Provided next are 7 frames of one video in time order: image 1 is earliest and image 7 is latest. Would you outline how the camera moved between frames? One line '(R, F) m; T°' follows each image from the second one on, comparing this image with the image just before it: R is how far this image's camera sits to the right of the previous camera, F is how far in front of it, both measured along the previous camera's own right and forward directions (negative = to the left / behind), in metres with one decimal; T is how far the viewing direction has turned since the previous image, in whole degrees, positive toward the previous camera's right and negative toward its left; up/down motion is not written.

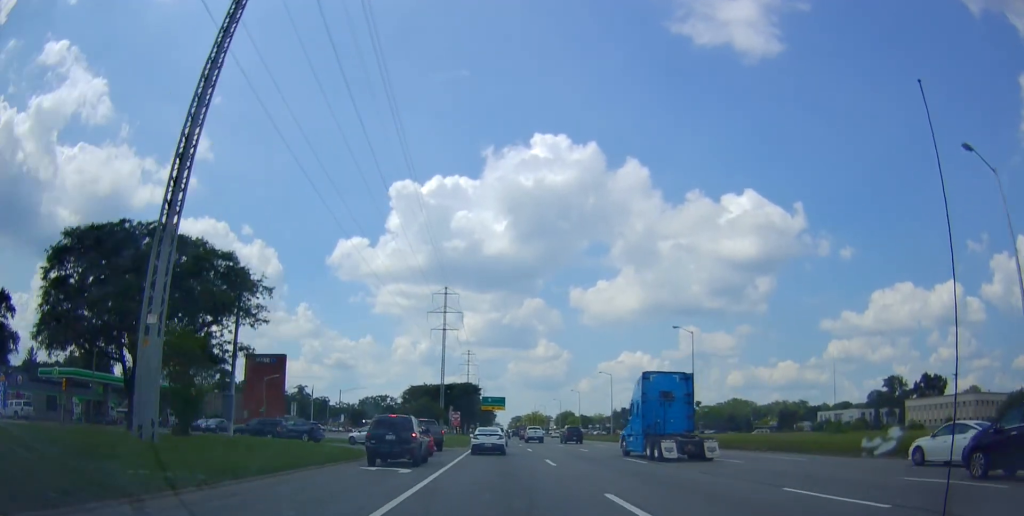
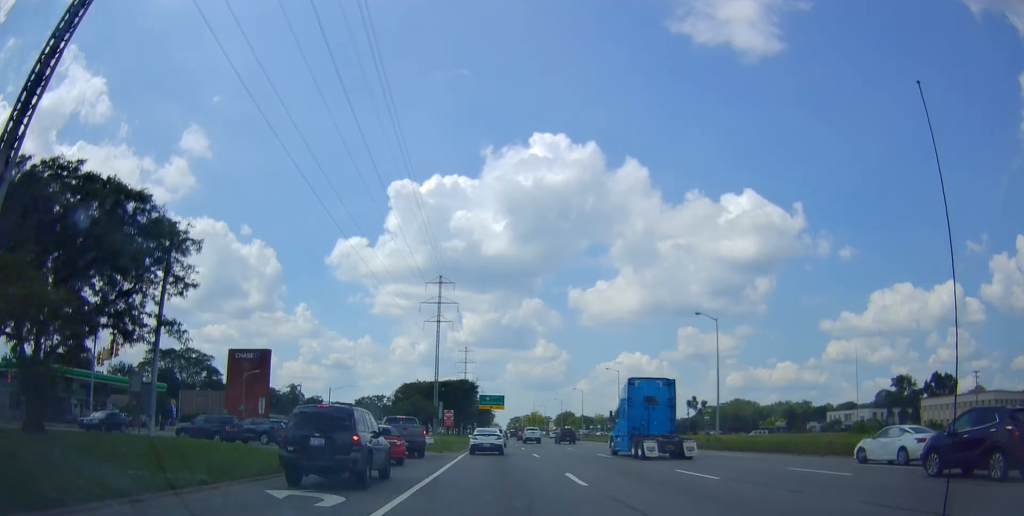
(-0.1, +7.8) m; -2°
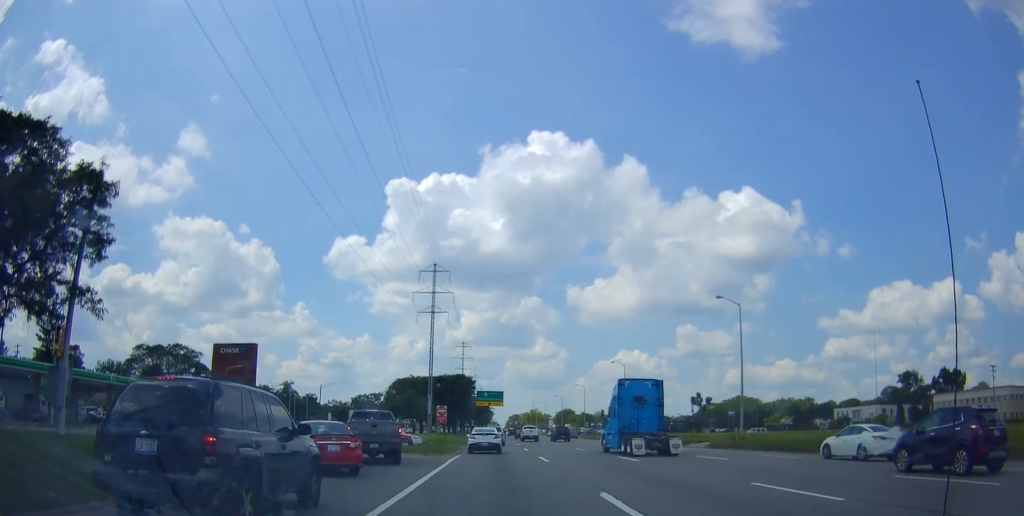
(-0.2, +6.2) m; +1°
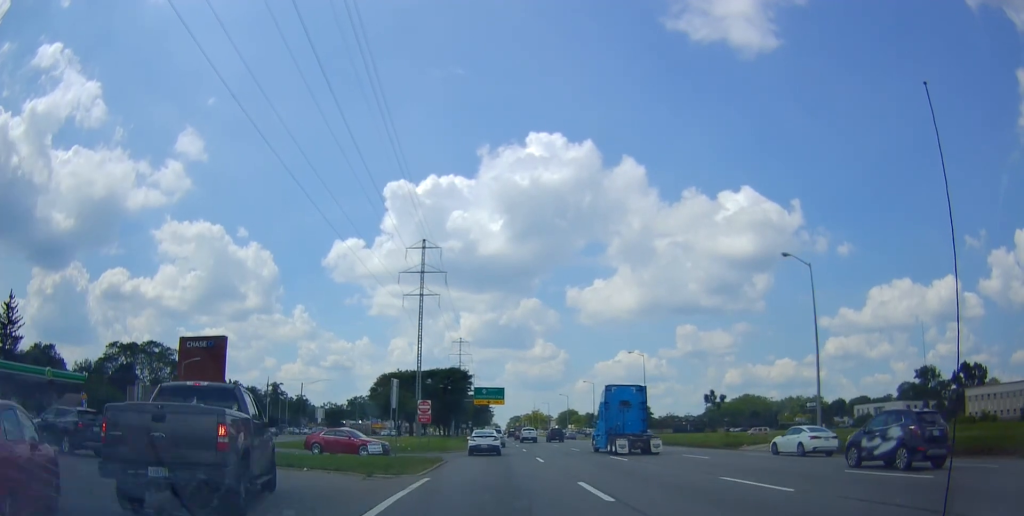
(0.0, +12.9) m; +2°
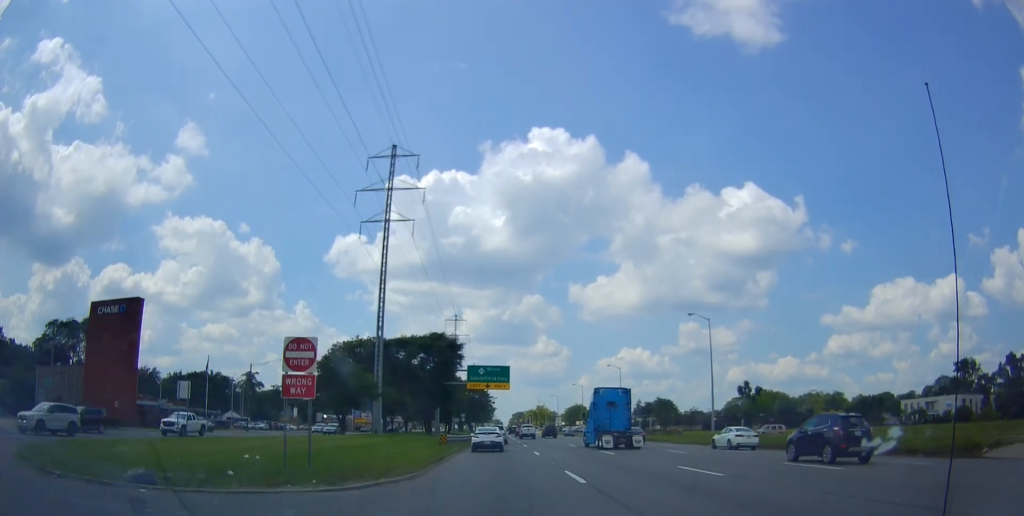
(+0.5, +25.2) m; +1°
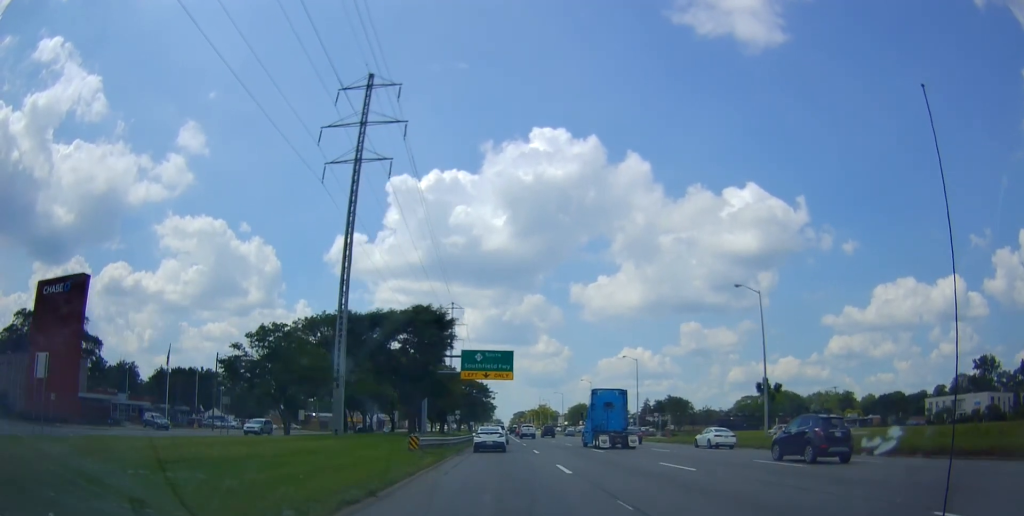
(+0.4, +11.9) m; +2°
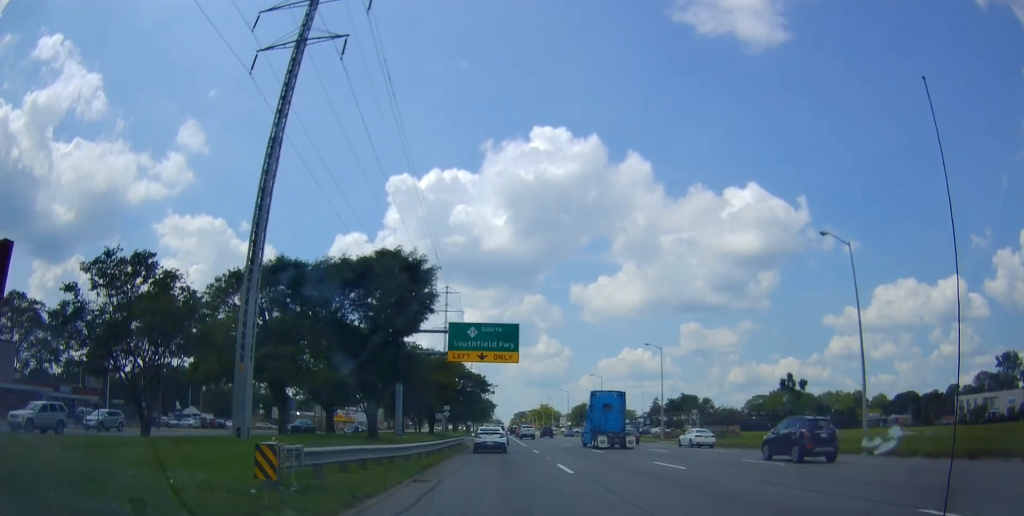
(+0.1, +13.8) m; 0°
